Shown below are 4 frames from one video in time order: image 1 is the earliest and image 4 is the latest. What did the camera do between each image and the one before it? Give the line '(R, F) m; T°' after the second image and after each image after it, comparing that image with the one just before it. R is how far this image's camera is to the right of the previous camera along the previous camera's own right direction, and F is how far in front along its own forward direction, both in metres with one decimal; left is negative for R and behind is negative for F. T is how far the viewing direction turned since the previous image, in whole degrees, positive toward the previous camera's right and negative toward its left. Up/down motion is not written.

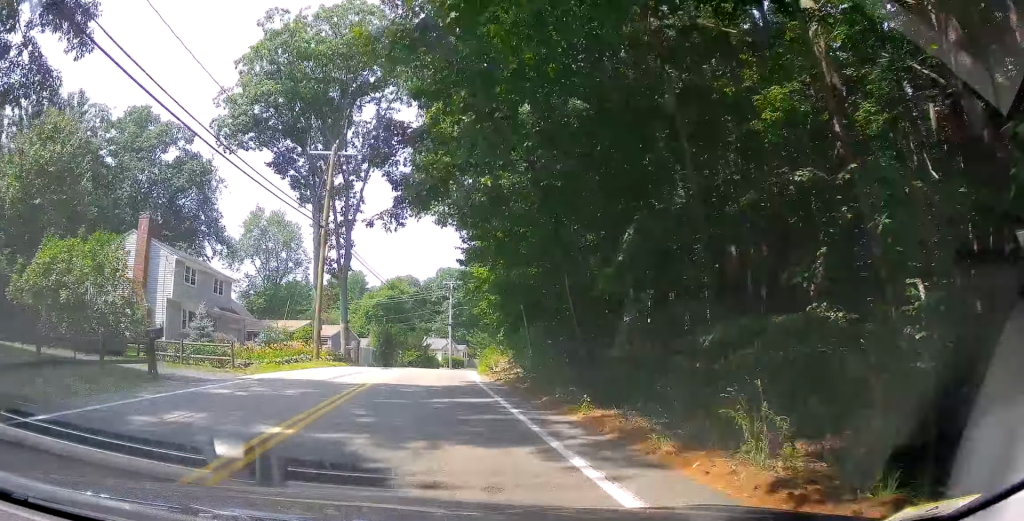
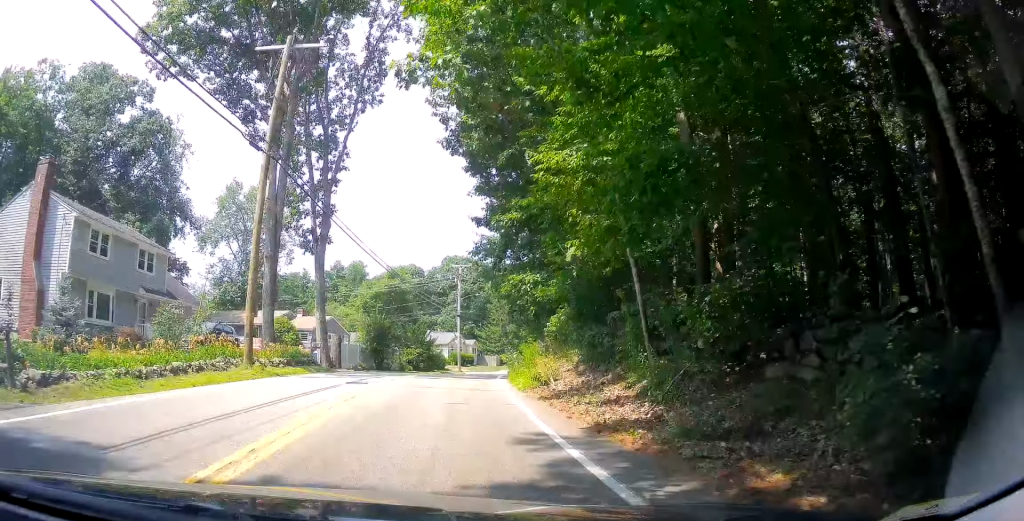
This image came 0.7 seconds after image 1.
(+0.4, +12.4) m; +1°
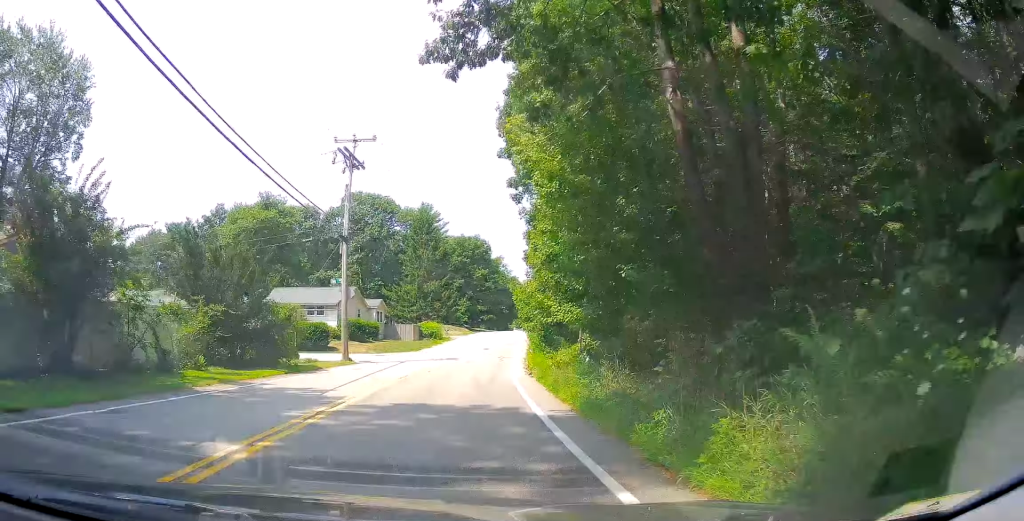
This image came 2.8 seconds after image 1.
(-0.6, +34.7) m; +2°
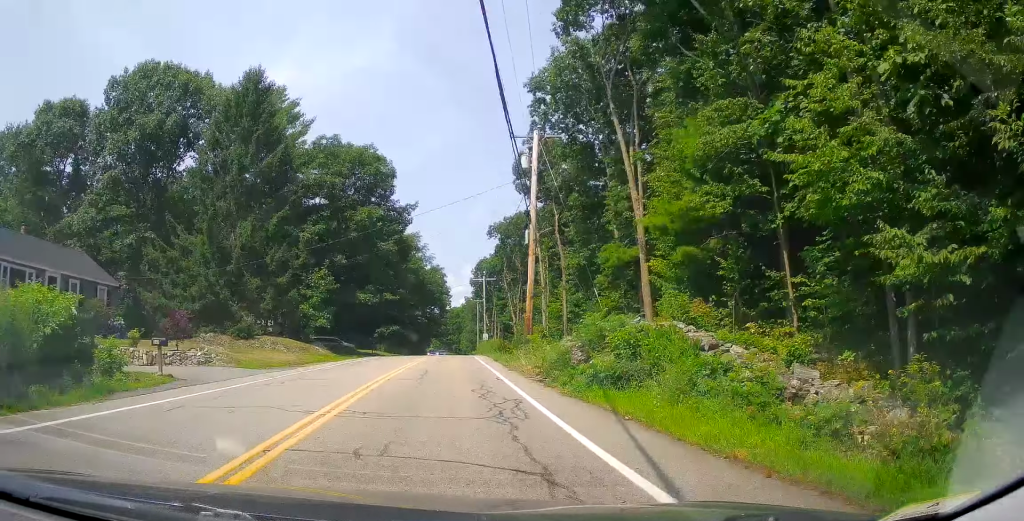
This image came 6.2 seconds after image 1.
(+8.5, +58.3) m; +10°
